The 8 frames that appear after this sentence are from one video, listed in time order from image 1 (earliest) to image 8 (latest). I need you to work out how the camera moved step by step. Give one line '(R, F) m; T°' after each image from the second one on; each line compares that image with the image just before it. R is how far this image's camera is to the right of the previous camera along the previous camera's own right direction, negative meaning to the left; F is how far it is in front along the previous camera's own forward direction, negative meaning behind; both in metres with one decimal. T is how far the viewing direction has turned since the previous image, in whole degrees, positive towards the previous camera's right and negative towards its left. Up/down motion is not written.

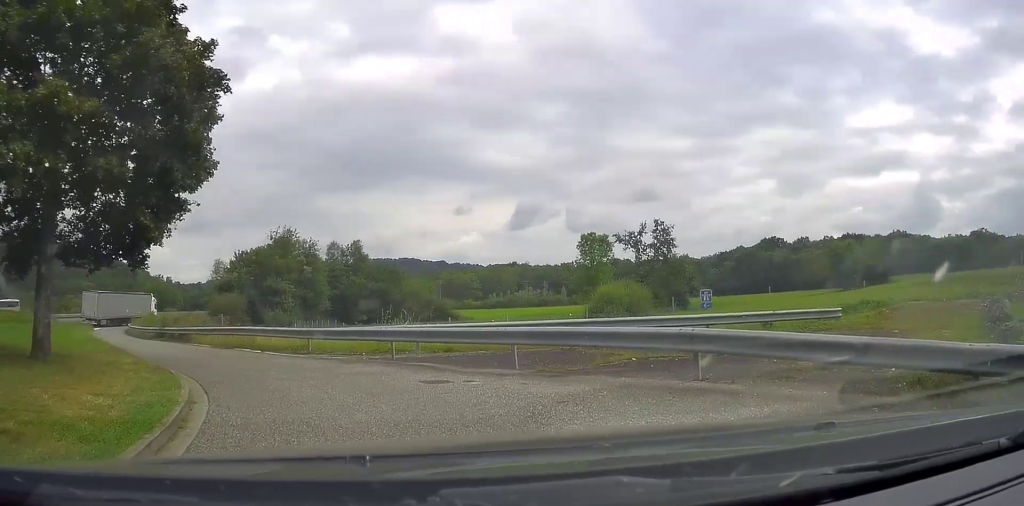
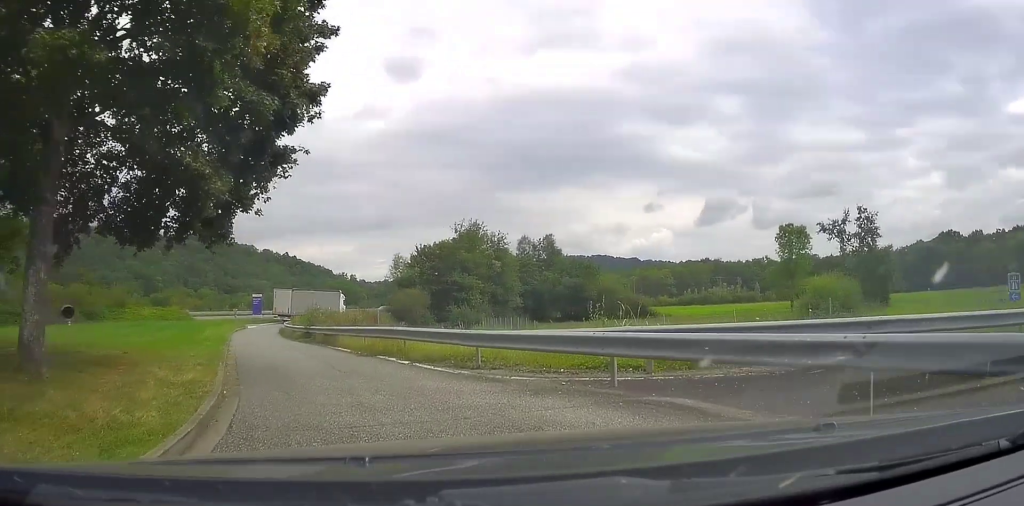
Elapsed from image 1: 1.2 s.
(-0.6, +4.8) m; -14°
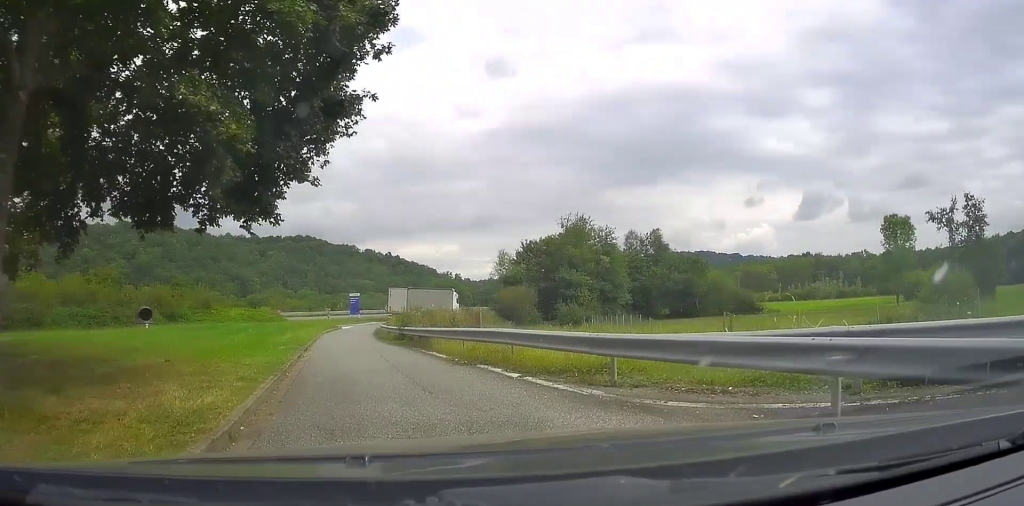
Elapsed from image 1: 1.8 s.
(-0.2, +2.8) m; -6°
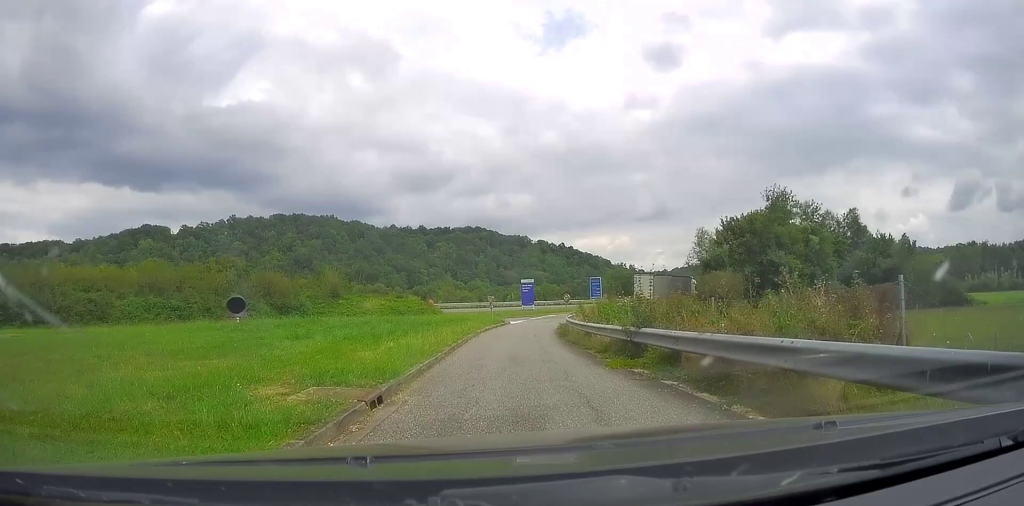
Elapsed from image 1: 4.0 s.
(-3.3, +11.2) m; -30°
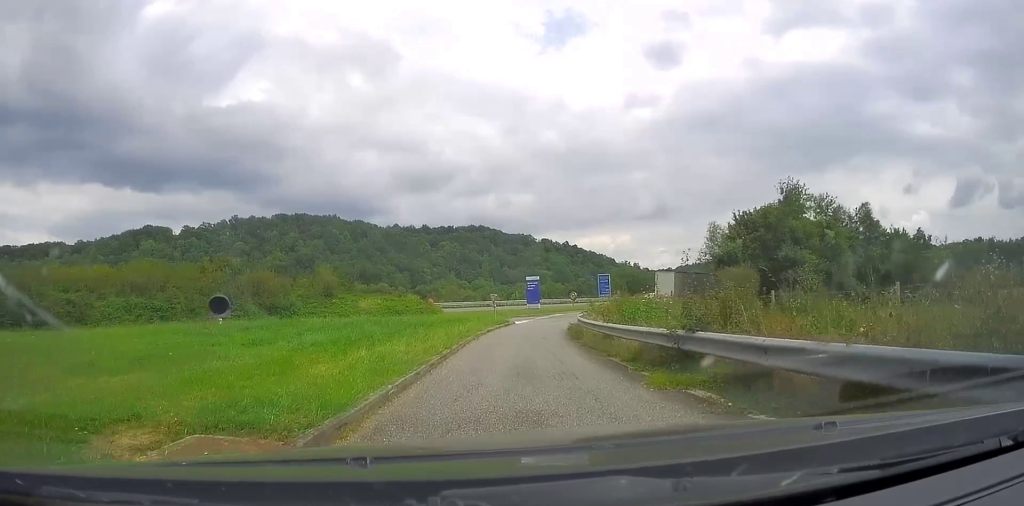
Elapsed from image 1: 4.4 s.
(-0.1, +2.7) m; -3°
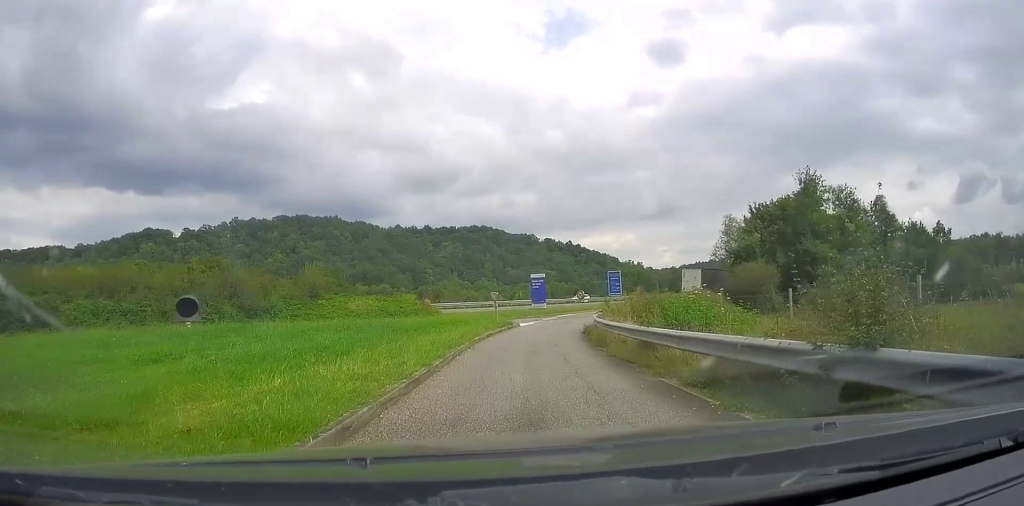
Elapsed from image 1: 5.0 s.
(+0.1, +4.1) m; -1°
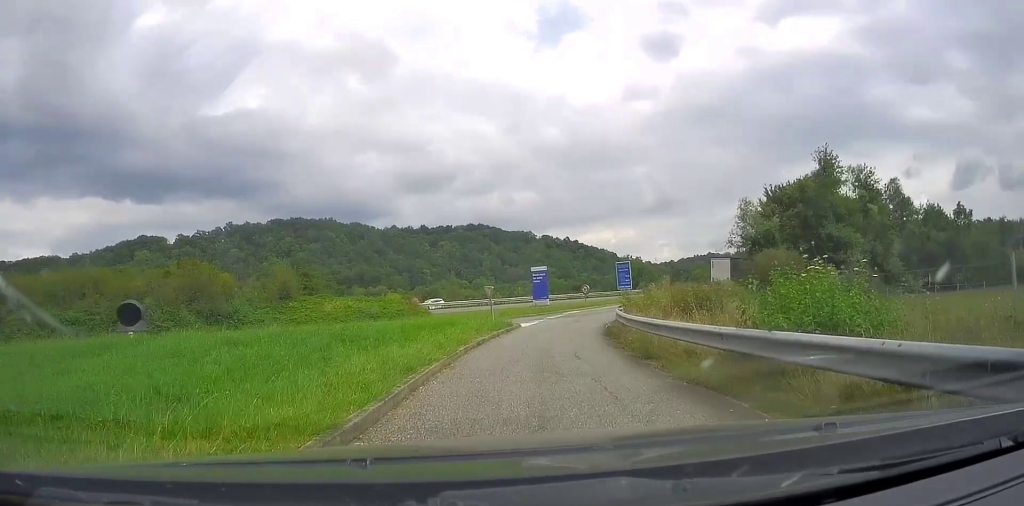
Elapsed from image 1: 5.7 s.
(-0.1, +5.7) m; -1°
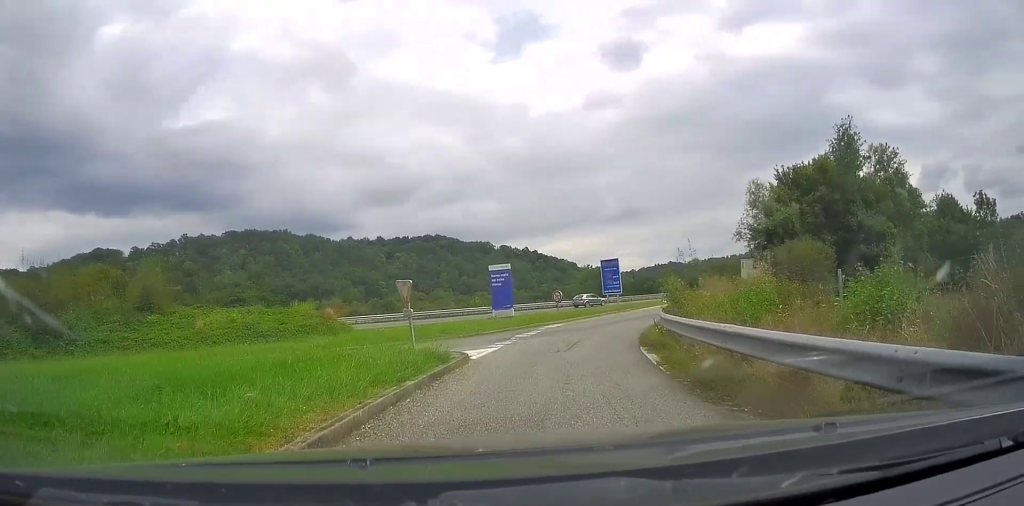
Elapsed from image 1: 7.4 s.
(0.0, +13.4) m; +5°
